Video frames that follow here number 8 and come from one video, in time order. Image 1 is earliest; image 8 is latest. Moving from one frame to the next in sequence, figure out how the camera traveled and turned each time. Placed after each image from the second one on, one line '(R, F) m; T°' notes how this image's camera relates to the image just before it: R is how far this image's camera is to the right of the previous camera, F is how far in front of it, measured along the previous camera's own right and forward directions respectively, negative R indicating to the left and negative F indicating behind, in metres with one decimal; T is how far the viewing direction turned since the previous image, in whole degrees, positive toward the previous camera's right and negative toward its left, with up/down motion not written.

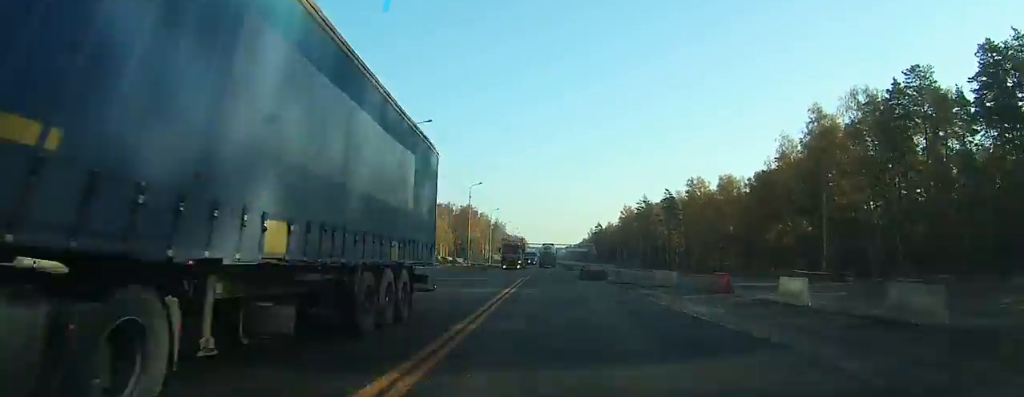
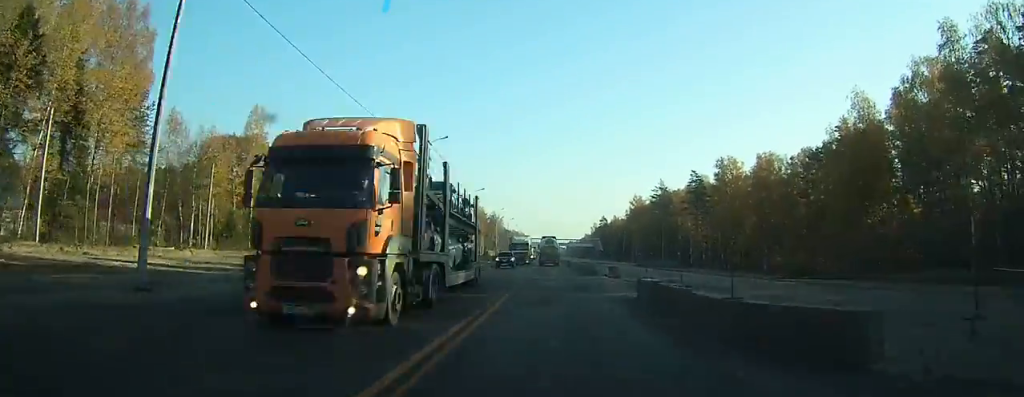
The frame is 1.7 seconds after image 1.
(0.0, +27.8) m; 0°
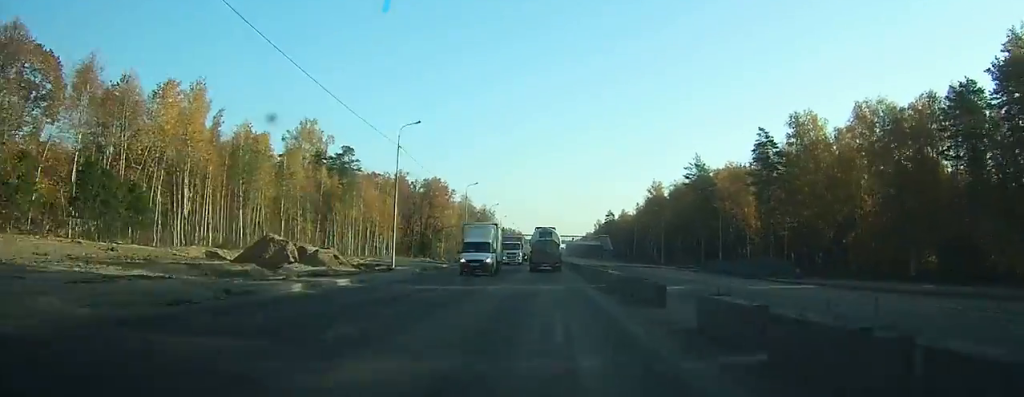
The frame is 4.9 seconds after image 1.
(-0.2, +45.6) m; -1°
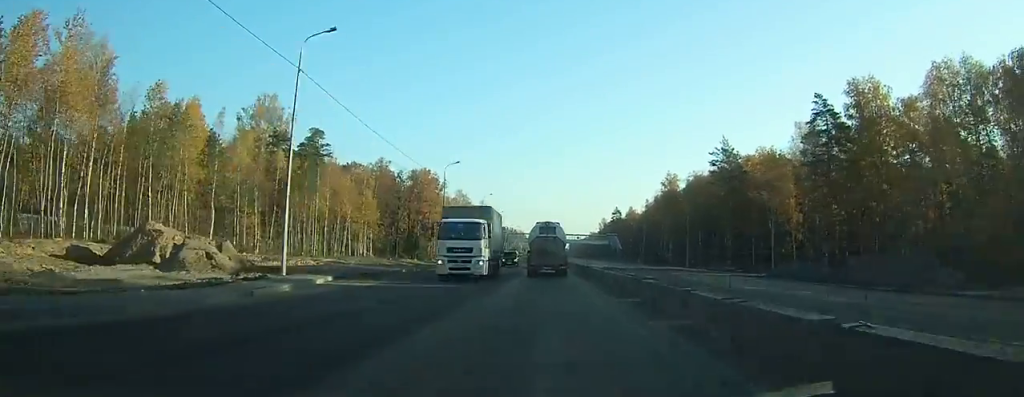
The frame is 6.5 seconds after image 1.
(0.0, +20.2) m; -1°
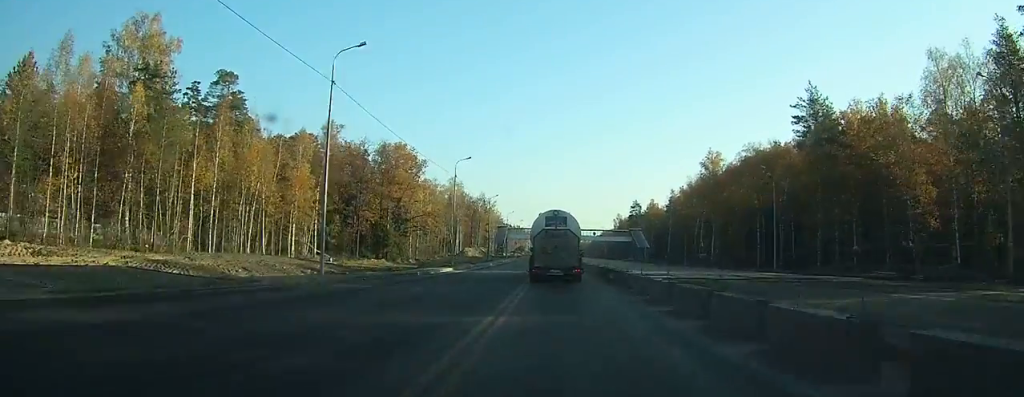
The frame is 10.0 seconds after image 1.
(-0.6, +38.6) m; -1°
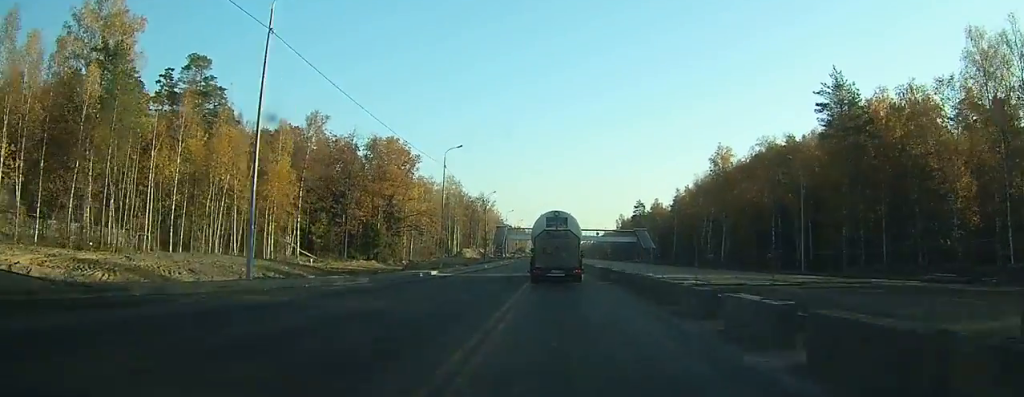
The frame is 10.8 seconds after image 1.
(-0.1, +7.9) m; 0°
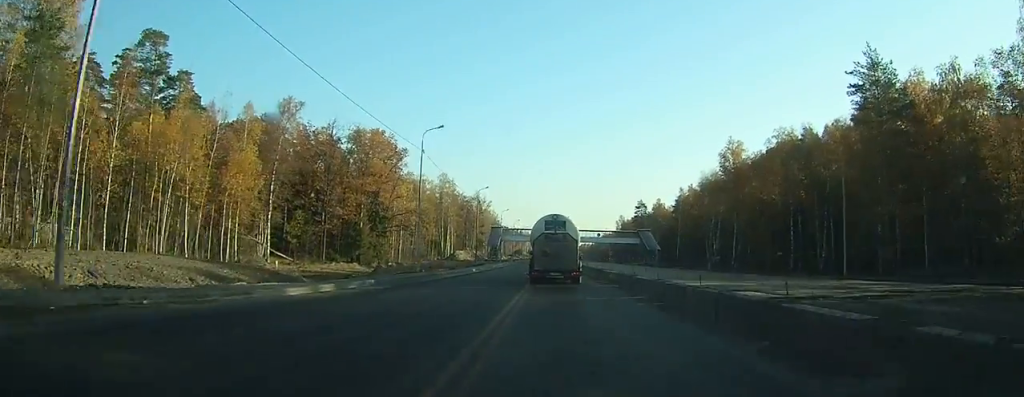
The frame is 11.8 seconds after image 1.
(+0.1, +9.6) m; +1°
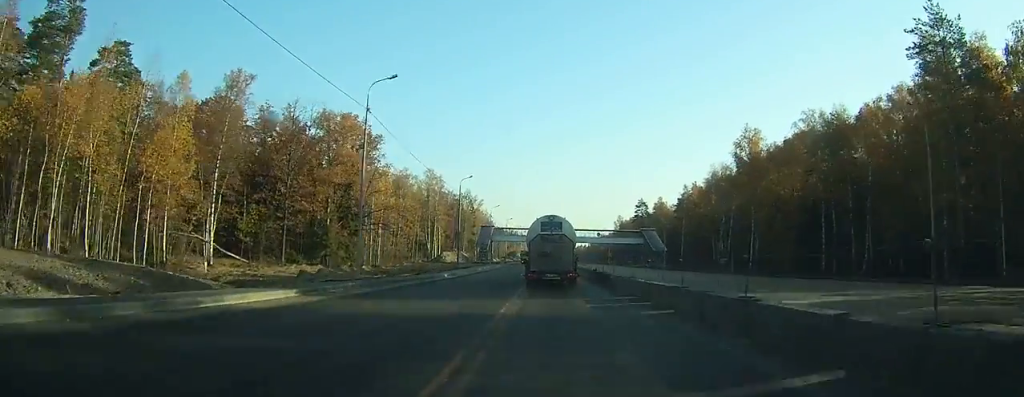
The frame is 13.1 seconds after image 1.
(+0.1, +12.7) m; +1°
